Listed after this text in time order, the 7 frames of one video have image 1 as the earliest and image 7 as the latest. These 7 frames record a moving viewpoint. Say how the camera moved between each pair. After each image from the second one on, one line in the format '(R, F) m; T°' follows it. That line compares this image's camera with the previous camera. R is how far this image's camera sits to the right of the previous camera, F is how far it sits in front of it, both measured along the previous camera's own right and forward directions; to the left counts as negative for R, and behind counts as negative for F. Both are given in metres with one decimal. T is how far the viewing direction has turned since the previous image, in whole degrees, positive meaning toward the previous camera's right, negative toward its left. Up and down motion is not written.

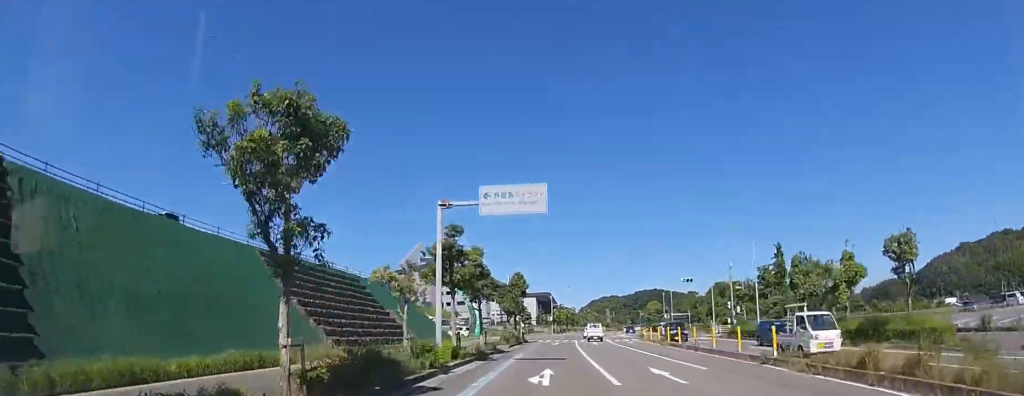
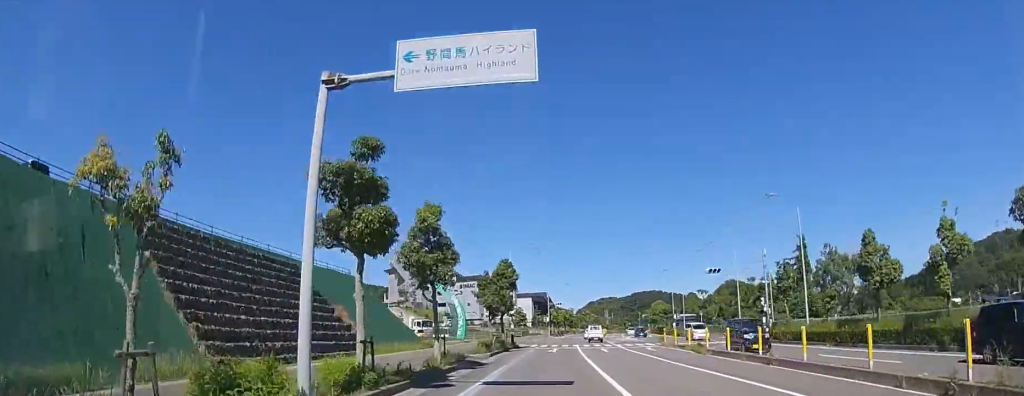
(0.0, +9.1) m; +1°
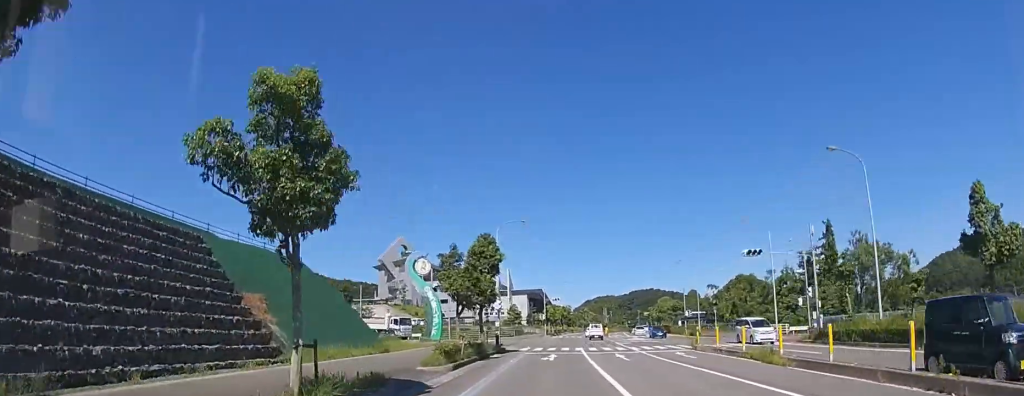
(+0.1, +9.0) m; 0°
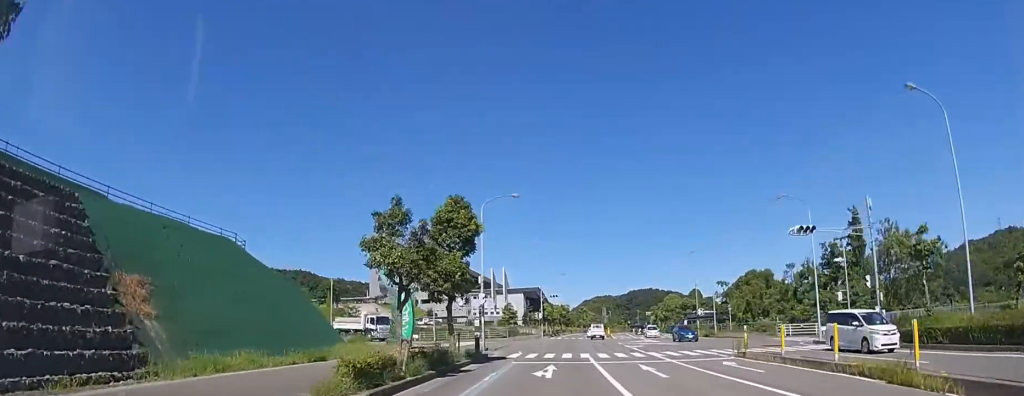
(0.0, +7.0) m; 0°
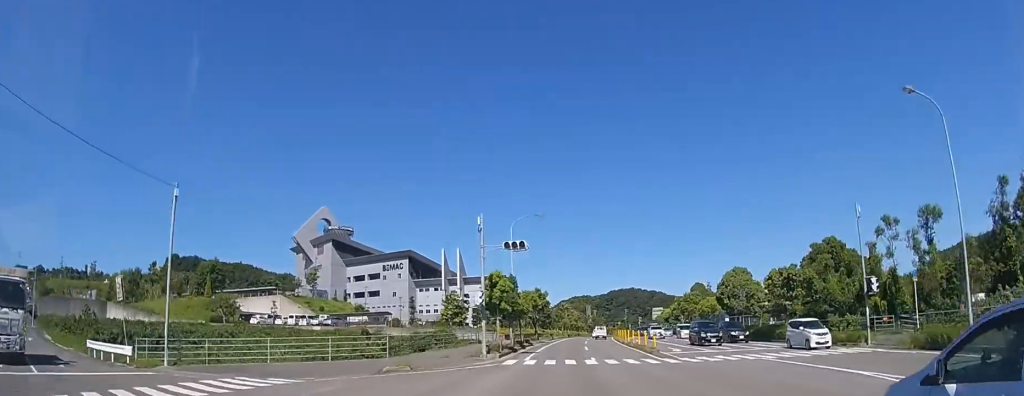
(+0.3, +41.4) m; +3°
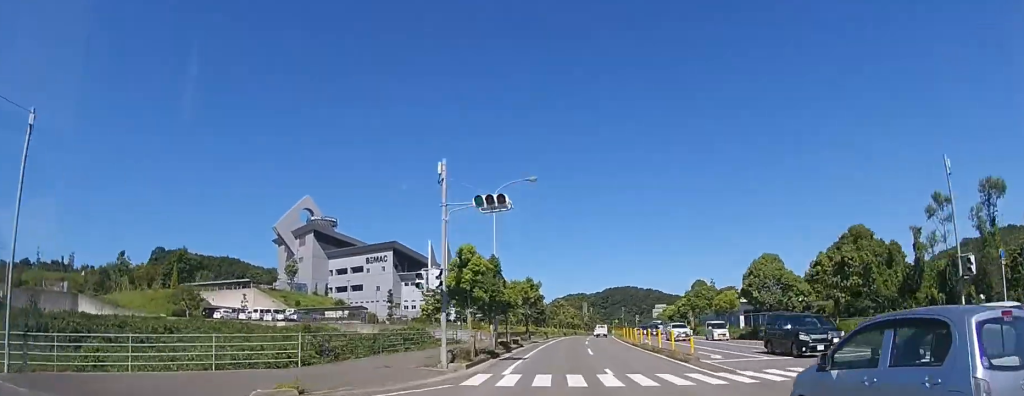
(+0.1, +8.6) m; +1°
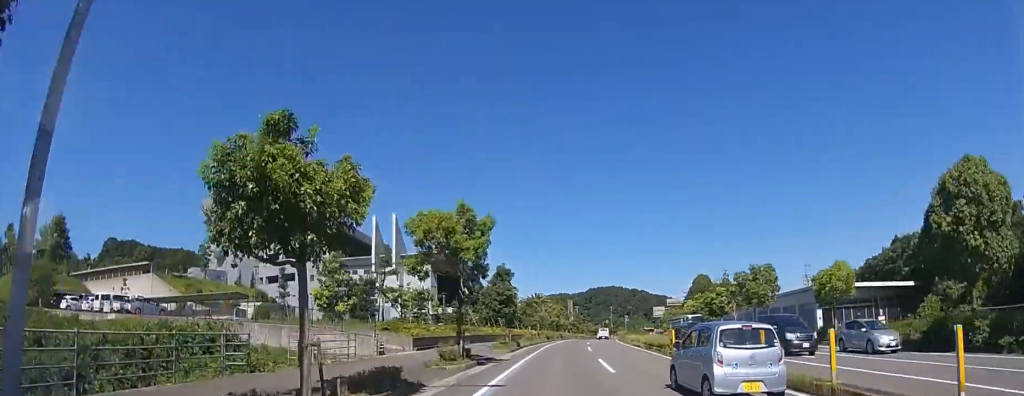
(+0.6, +25.1) m; +1°
